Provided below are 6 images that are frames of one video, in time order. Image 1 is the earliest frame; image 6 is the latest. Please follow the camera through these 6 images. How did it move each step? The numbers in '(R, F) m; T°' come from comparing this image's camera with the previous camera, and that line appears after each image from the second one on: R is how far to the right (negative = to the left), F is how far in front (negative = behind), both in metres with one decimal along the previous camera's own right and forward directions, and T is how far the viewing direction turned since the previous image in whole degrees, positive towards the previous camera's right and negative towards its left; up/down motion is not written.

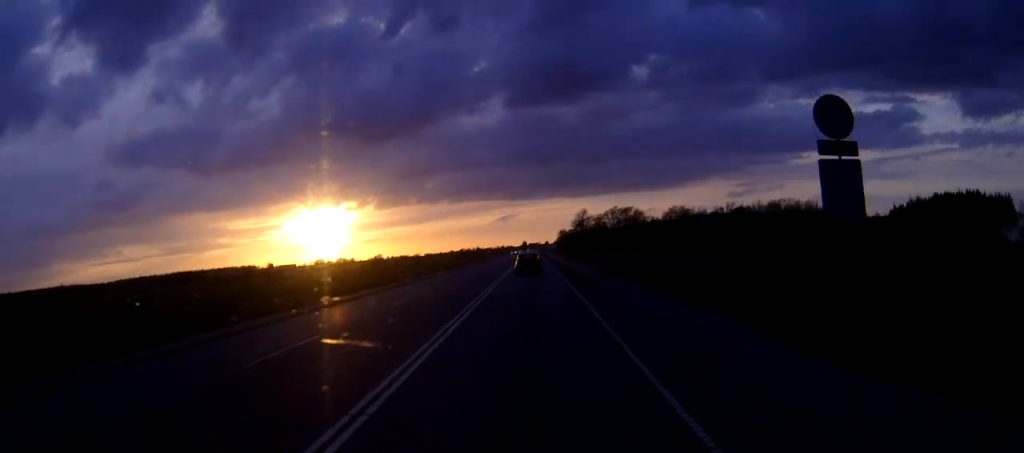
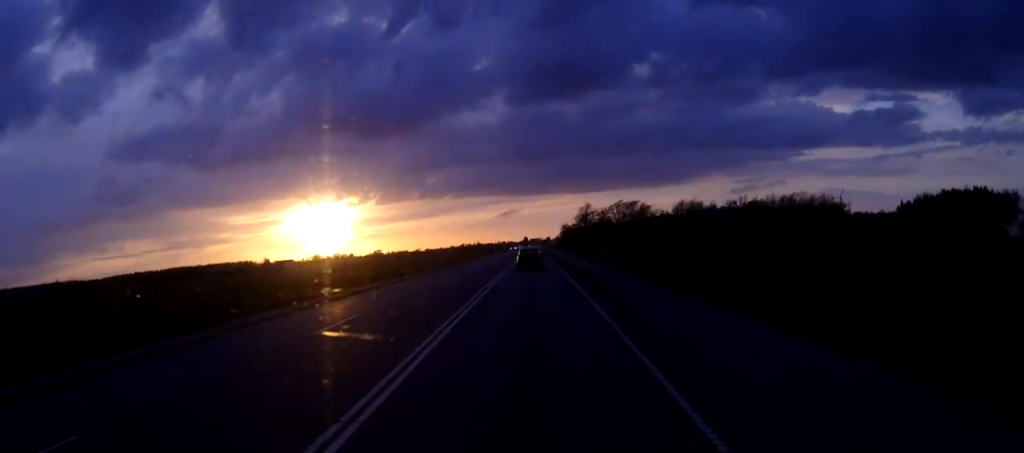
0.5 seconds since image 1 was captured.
(0.0, +10.7) m; 0°
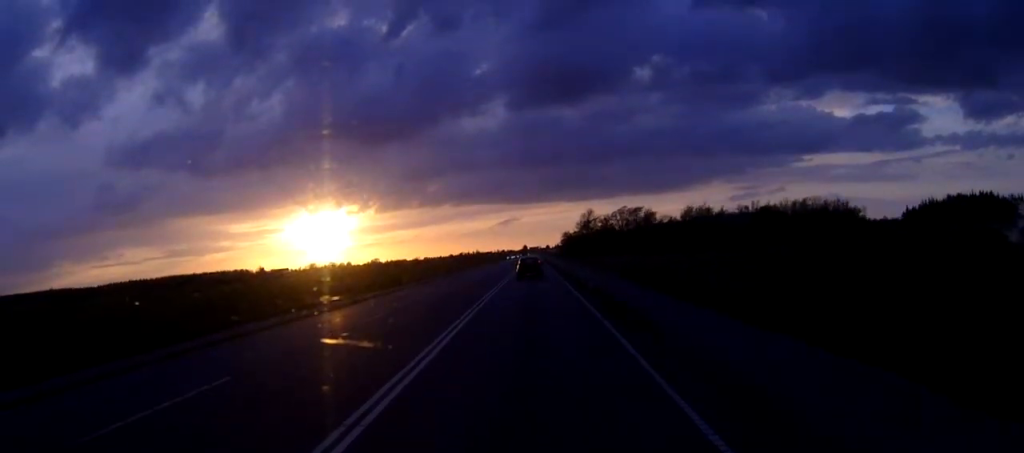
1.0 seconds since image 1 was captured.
(0.0, +10.1) m; 0°
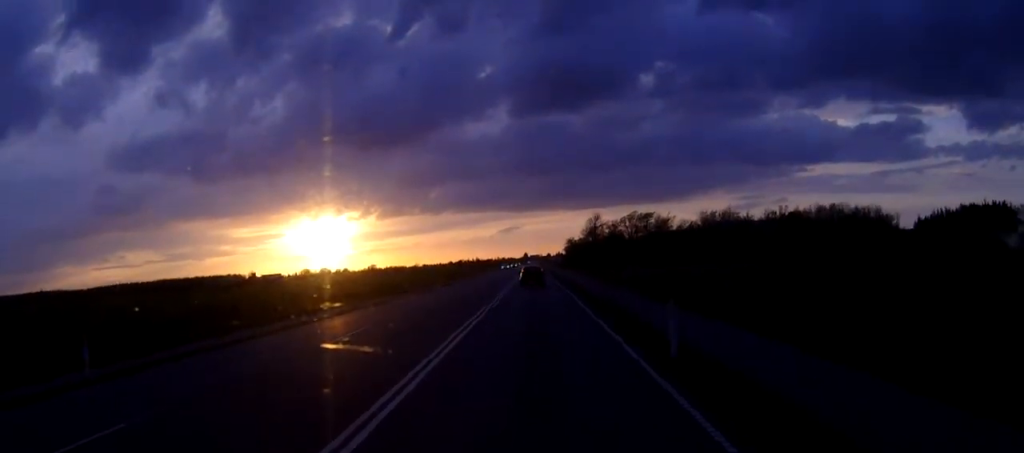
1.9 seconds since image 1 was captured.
(0.0, +18.2) m; 0°
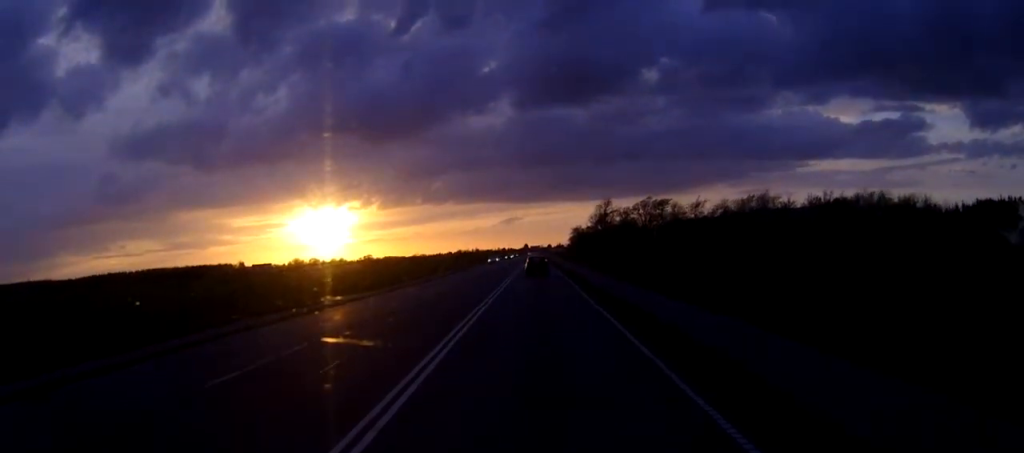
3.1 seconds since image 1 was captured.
(0.0, +22.9) m; 0°
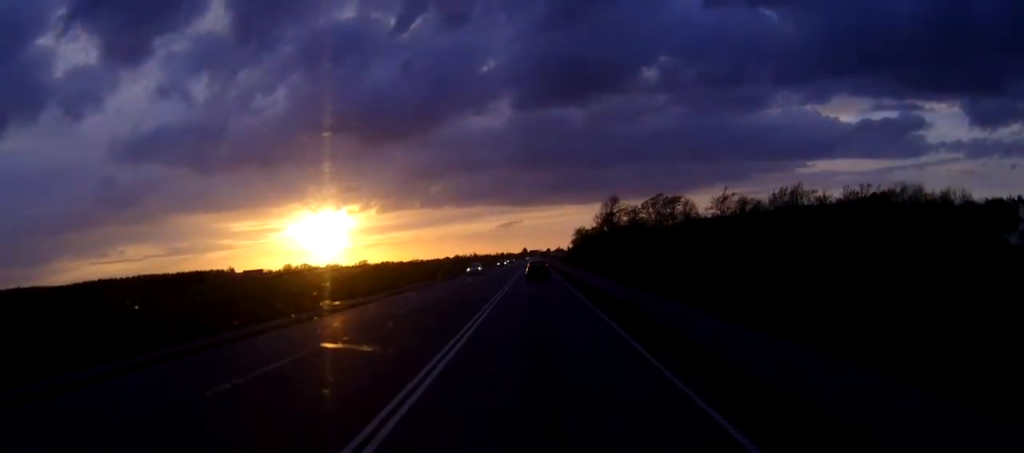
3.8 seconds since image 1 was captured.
(0.0, +15.5) m; 0°
